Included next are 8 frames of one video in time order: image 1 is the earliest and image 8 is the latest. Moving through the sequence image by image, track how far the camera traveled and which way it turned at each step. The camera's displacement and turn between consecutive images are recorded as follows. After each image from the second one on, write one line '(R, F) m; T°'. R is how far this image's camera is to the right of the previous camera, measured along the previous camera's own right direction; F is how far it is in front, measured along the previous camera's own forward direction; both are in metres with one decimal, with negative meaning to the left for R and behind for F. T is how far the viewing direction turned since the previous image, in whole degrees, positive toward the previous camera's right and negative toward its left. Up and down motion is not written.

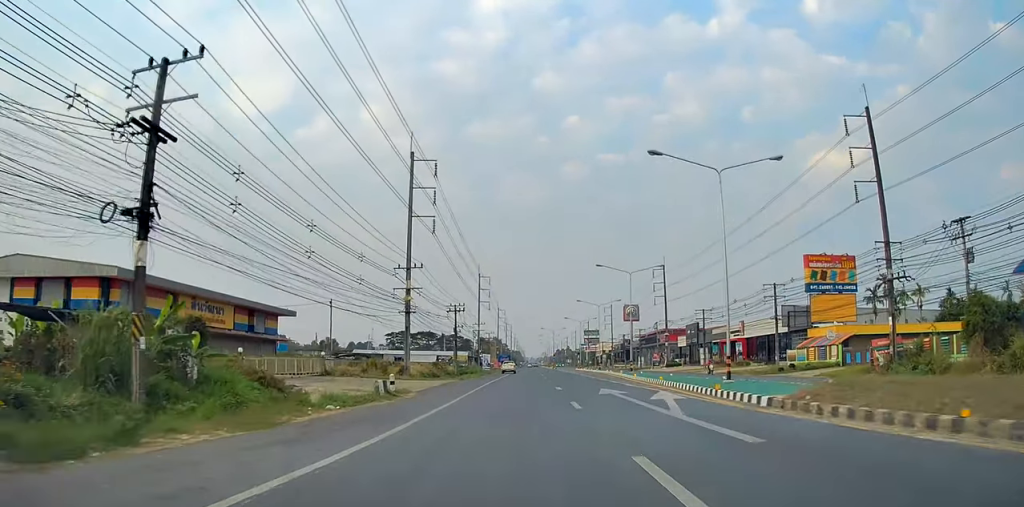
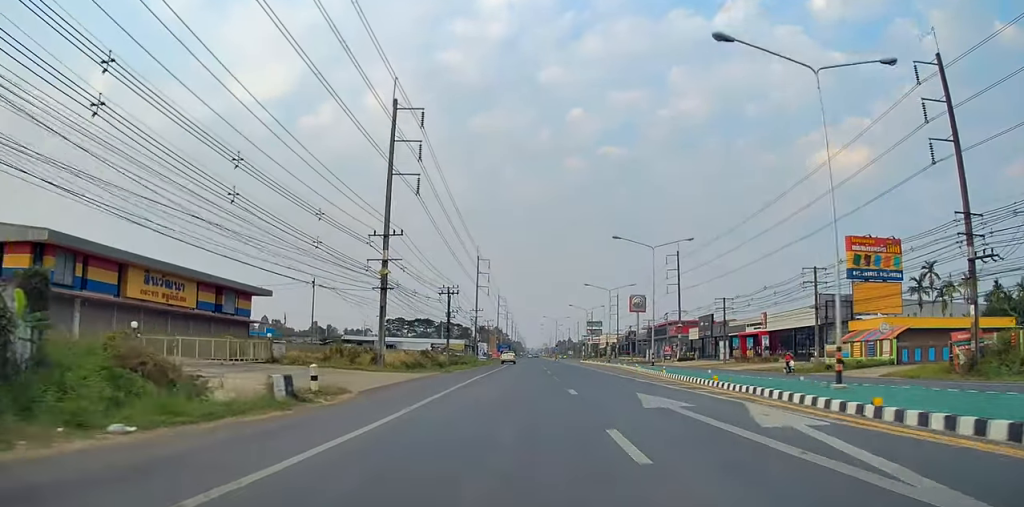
(+0.1, +9.6) m; -1°
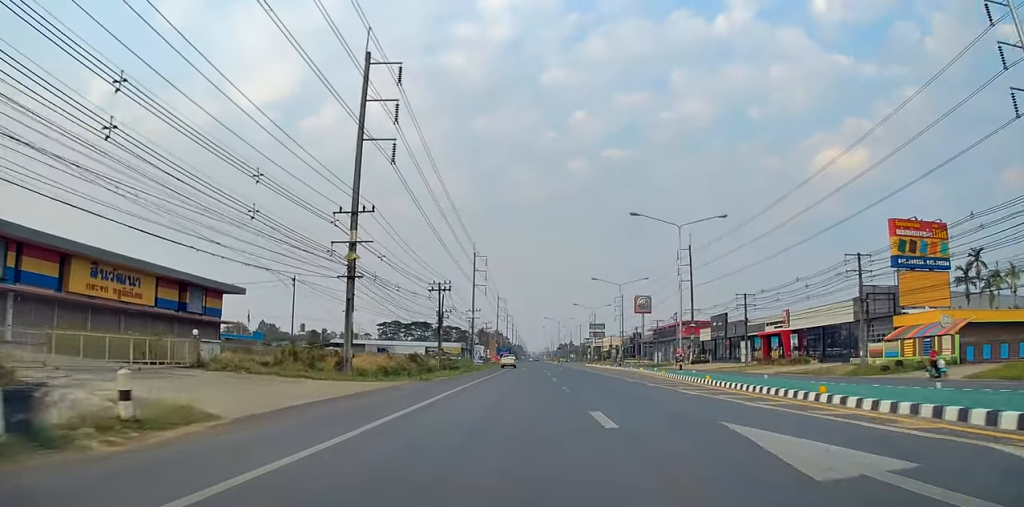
(0.0, +8.5) m; 0°
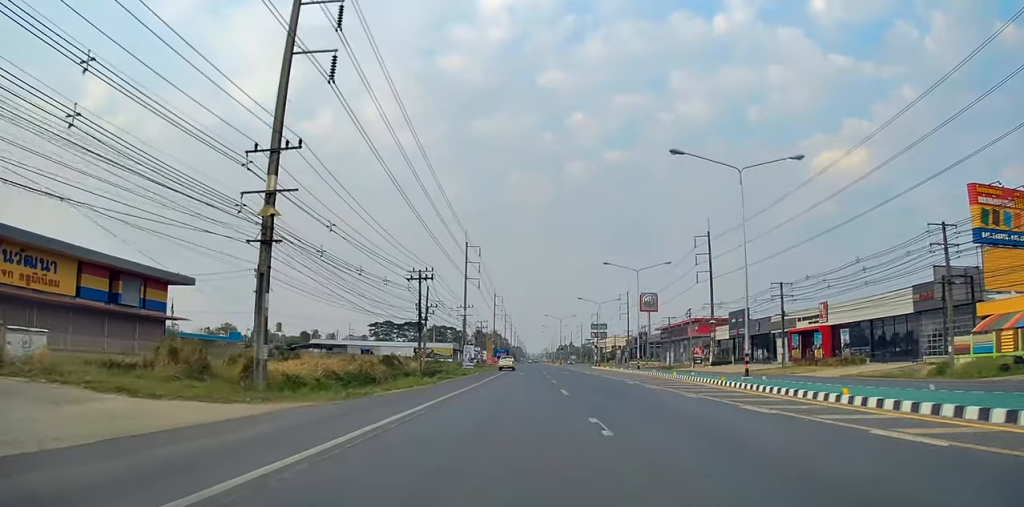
(-0.4, +12.5) m; 0°
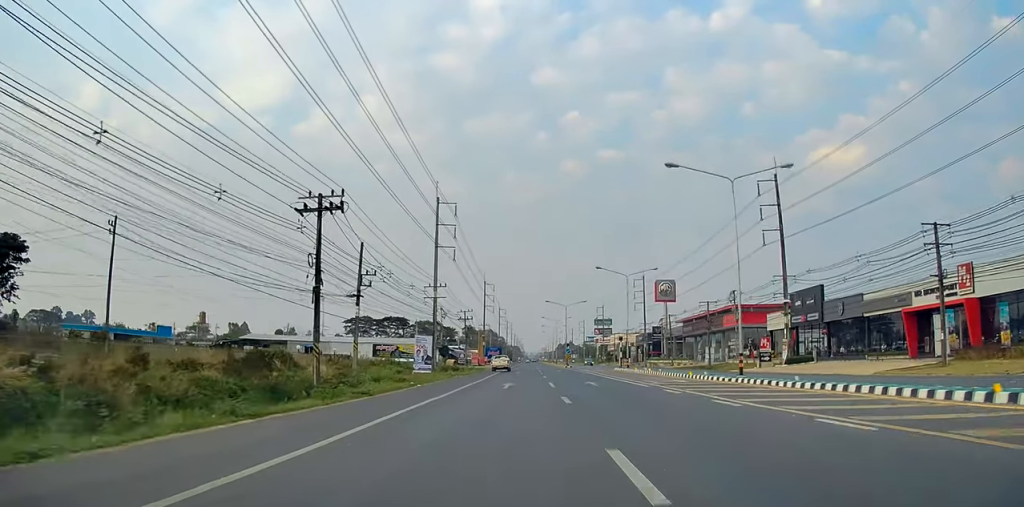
(+0.4, +28.6) m; 0°
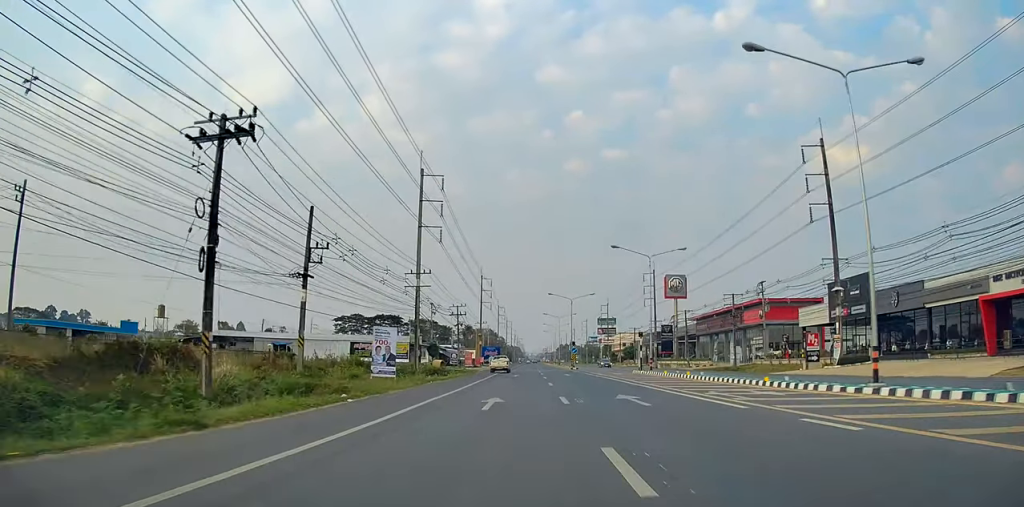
(-0.3, +12.0) m; 0°
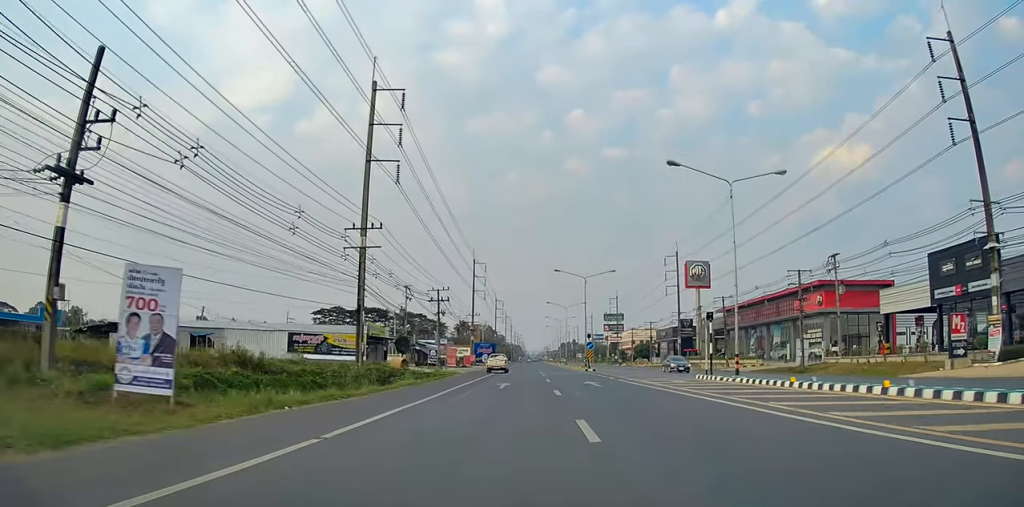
(+0.4, +21.0) m; 0°
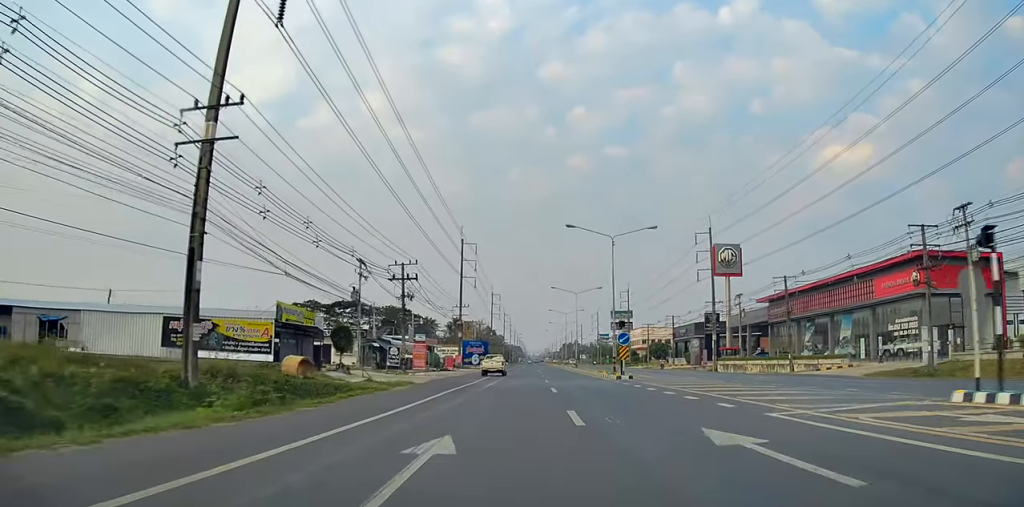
(-0.1, +21.4) m; +1°
